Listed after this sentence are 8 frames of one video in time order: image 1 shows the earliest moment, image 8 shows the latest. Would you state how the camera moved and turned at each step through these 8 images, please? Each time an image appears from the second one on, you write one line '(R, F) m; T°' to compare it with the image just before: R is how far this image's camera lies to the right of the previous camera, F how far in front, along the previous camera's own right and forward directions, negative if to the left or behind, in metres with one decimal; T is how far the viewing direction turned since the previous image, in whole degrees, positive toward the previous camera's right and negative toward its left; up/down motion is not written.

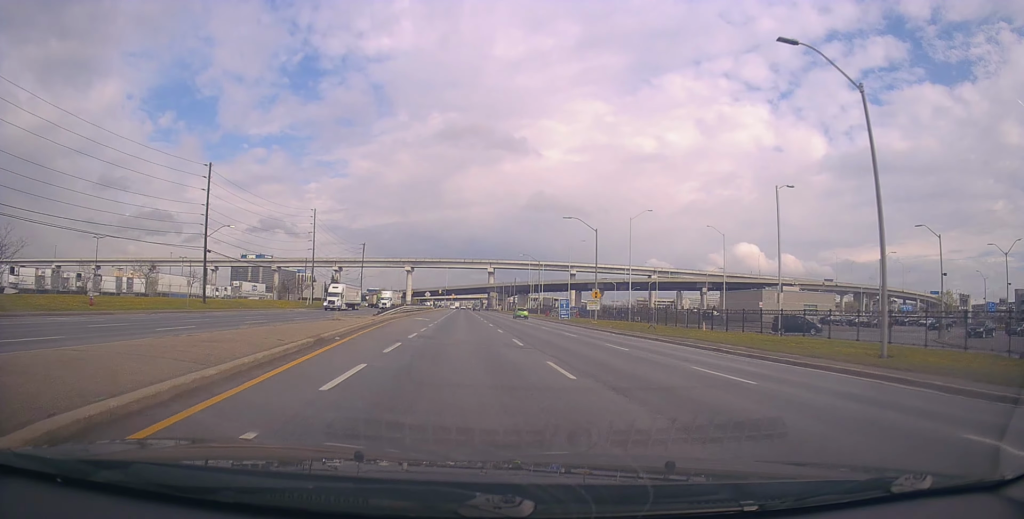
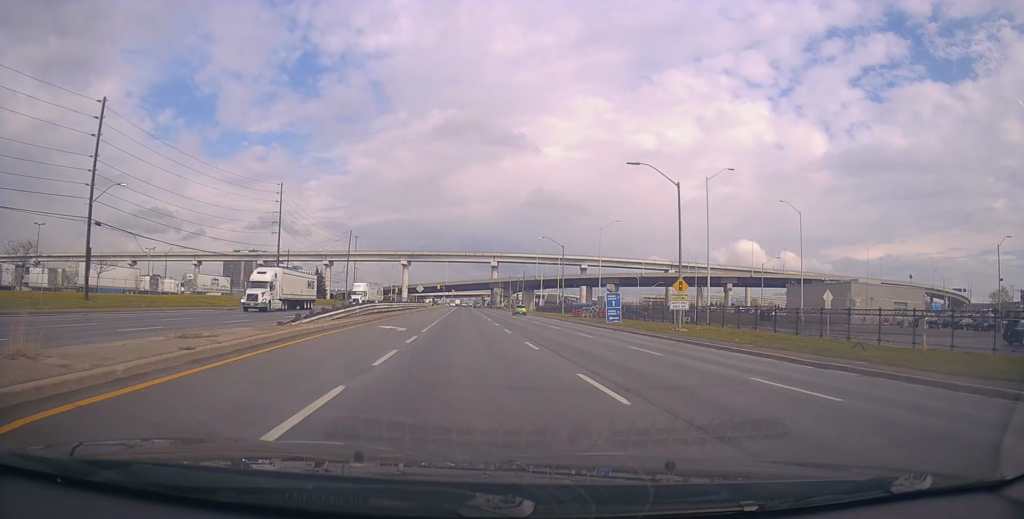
(-0.2, +20.8) m; +1°
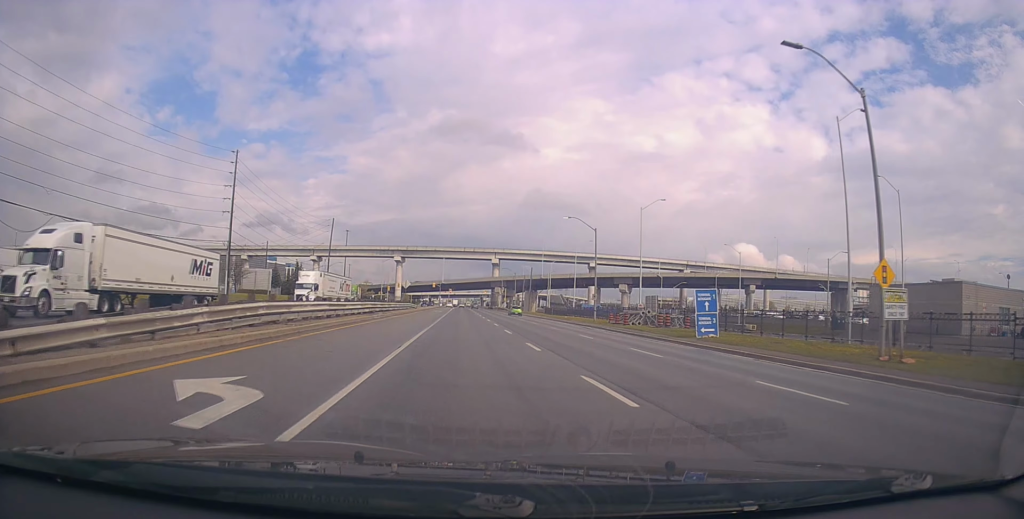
(+0.4, +18.1) m; +1°
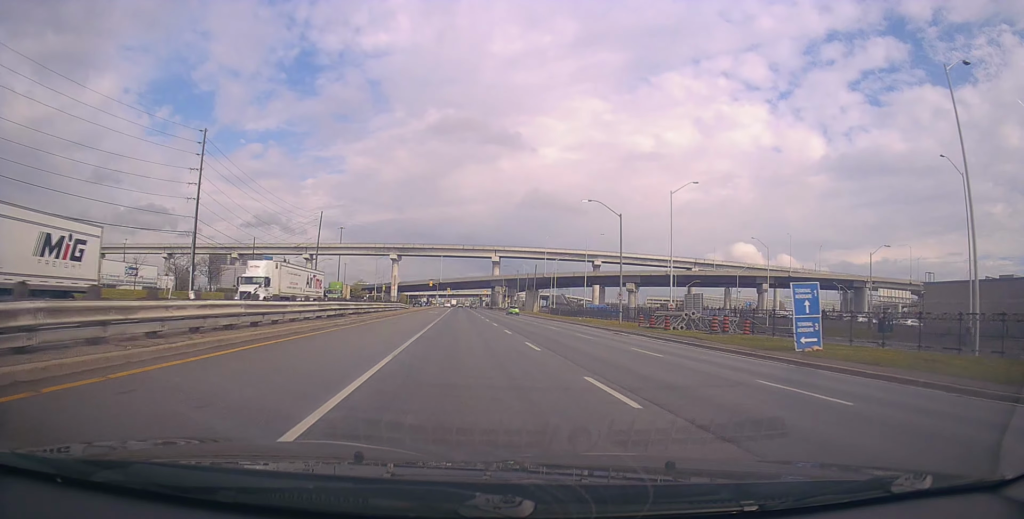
(+0.3, +9.4) m; 0°
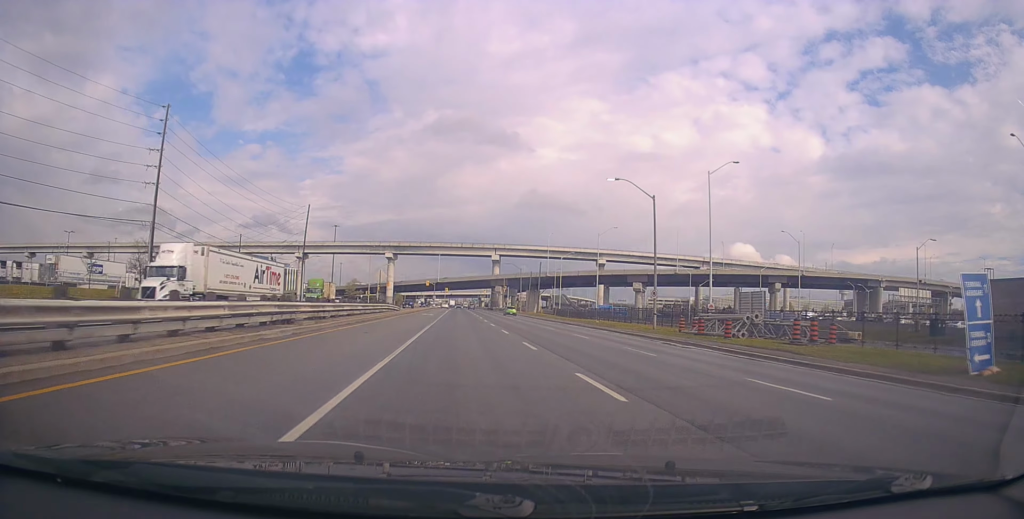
(-0.4, +8.6) m; 0°
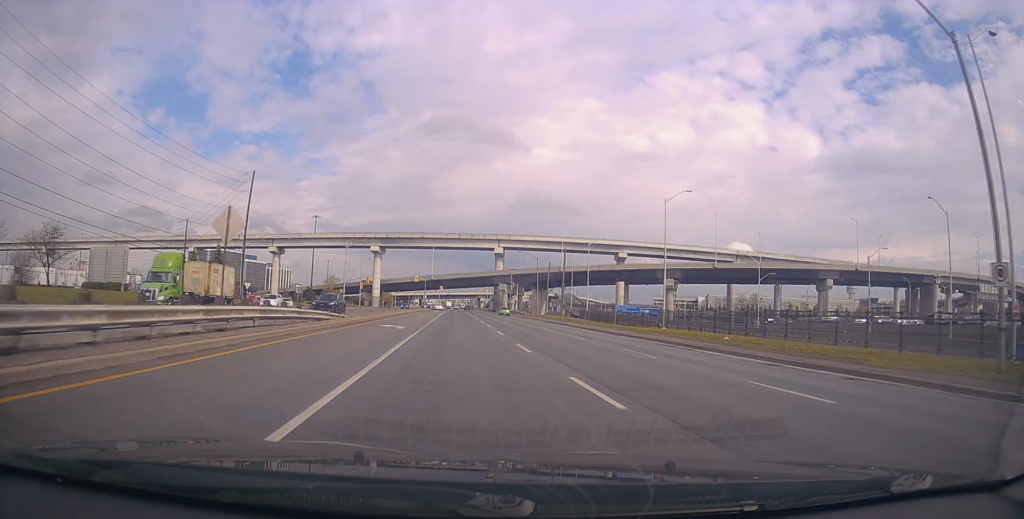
(+0.2, +27.4) m; 0°
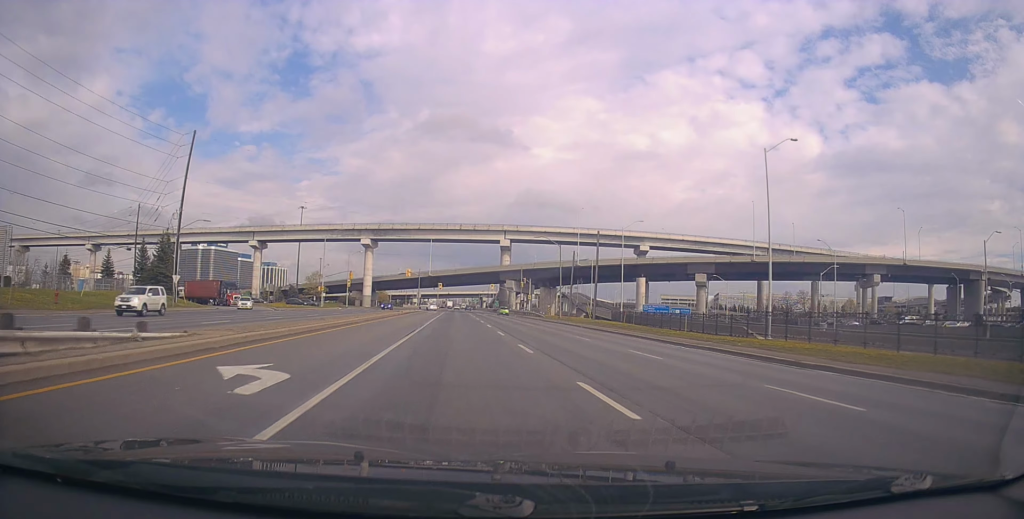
(-0.6, +18.8) m; 0°
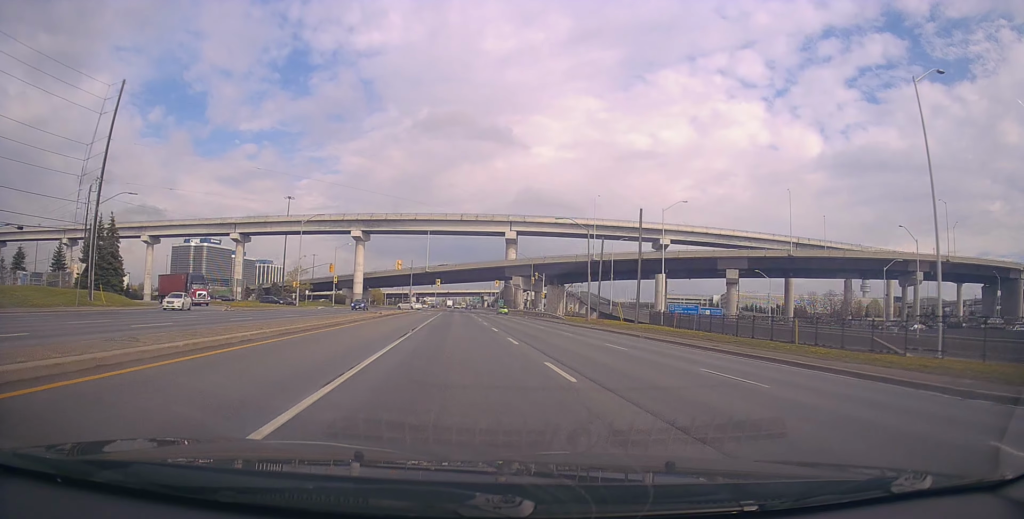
(+0.4, +14.8) m; +1°
